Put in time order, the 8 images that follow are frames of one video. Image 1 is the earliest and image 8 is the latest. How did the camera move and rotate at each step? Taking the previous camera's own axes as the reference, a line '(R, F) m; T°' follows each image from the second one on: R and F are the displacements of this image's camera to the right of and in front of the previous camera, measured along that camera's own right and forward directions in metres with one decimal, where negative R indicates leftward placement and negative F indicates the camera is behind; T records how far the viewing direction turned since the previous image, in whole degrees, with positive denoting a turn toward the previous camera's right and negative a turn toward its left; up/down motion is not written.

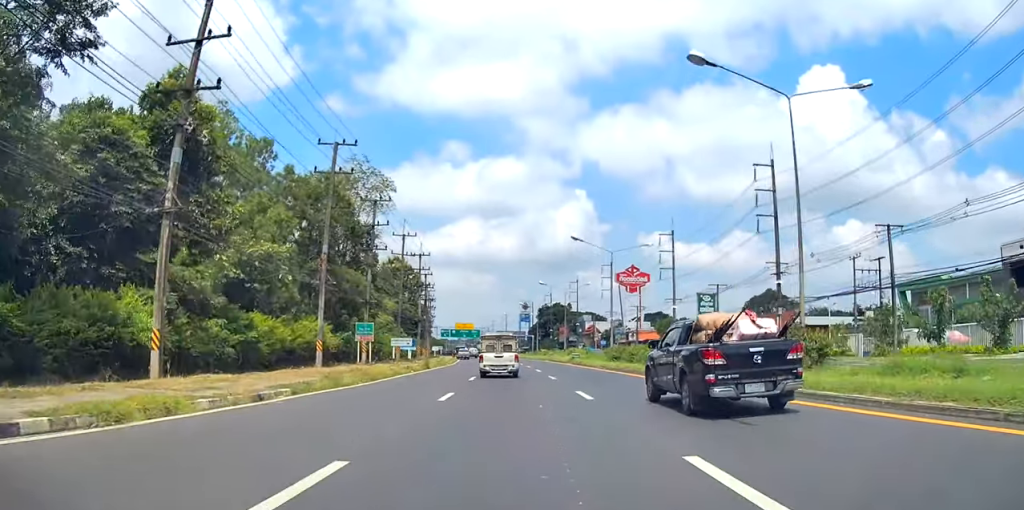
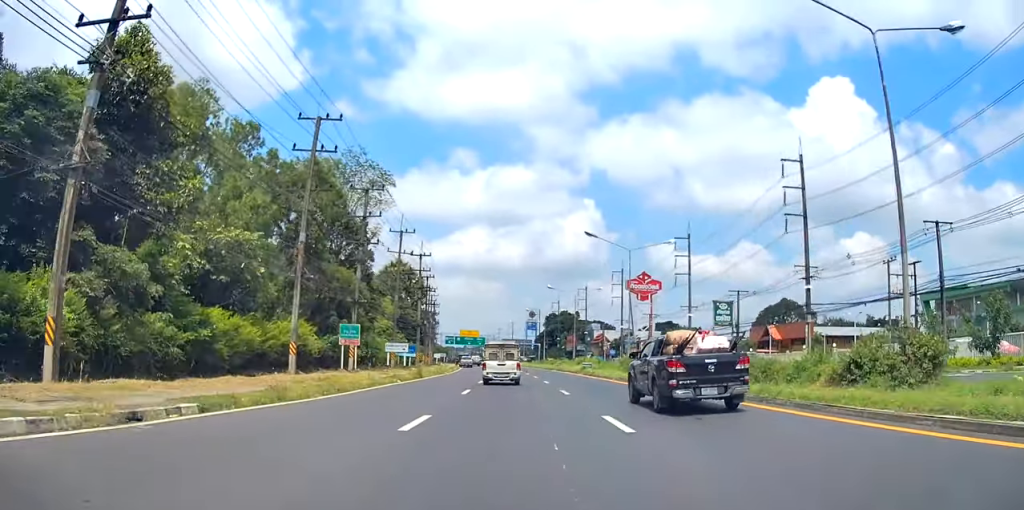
(0.0, +5.1) m; -1°
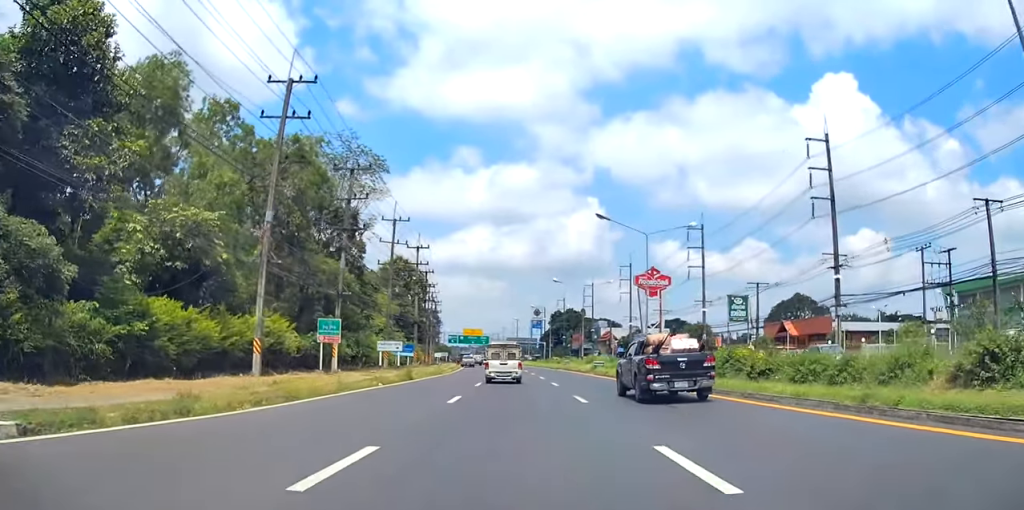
(-0.1, +5.2) m; 0°
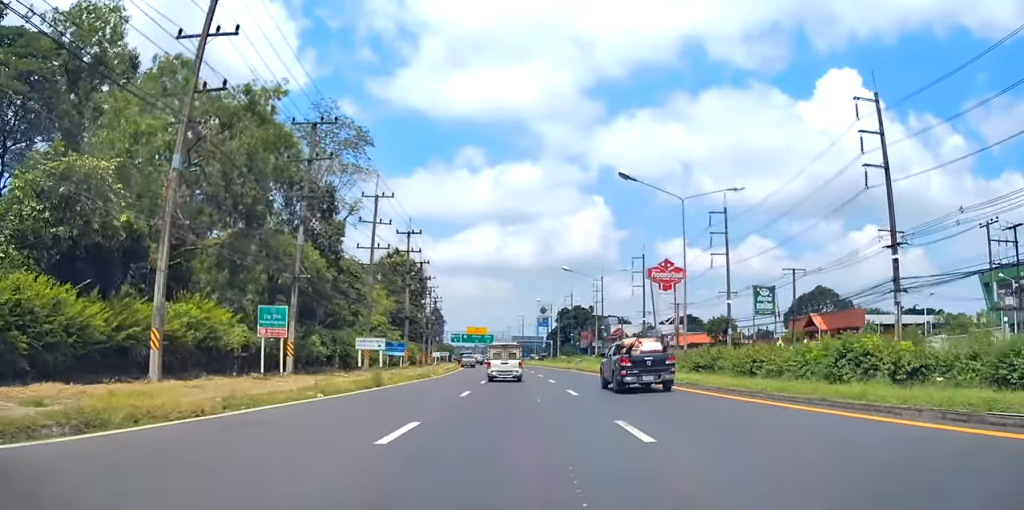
(-0.1, +8.2) m; 0°
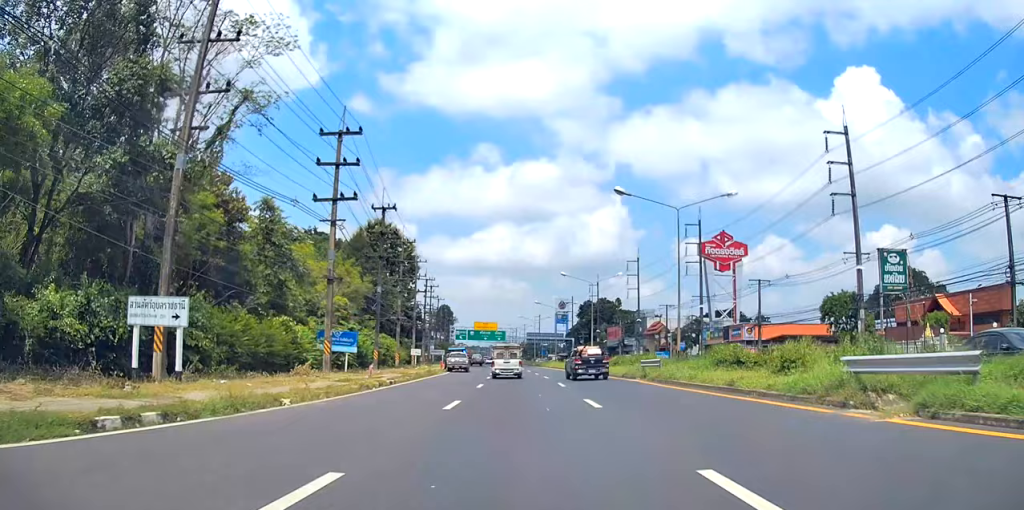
(-0.3, +28.0) m; -3°
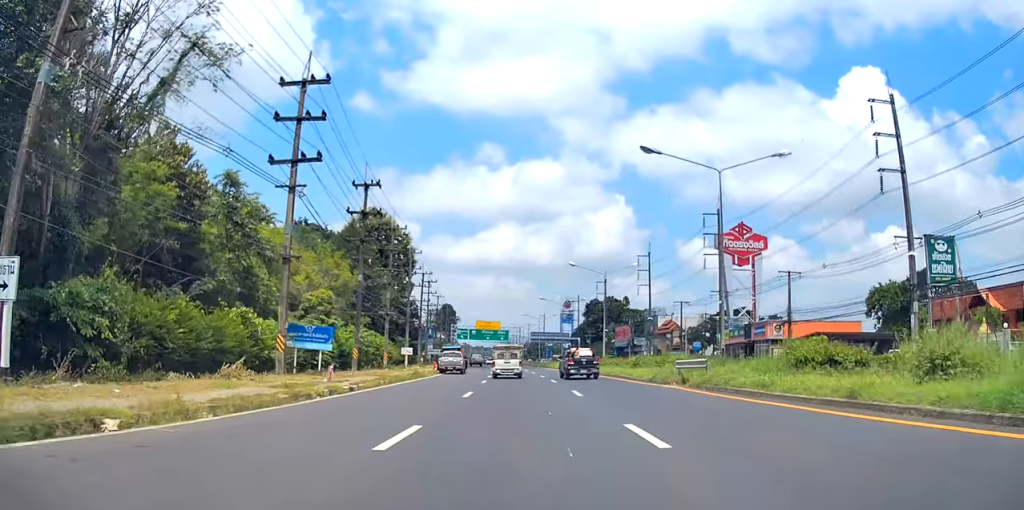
(-0.1, +6.6) m; -1°
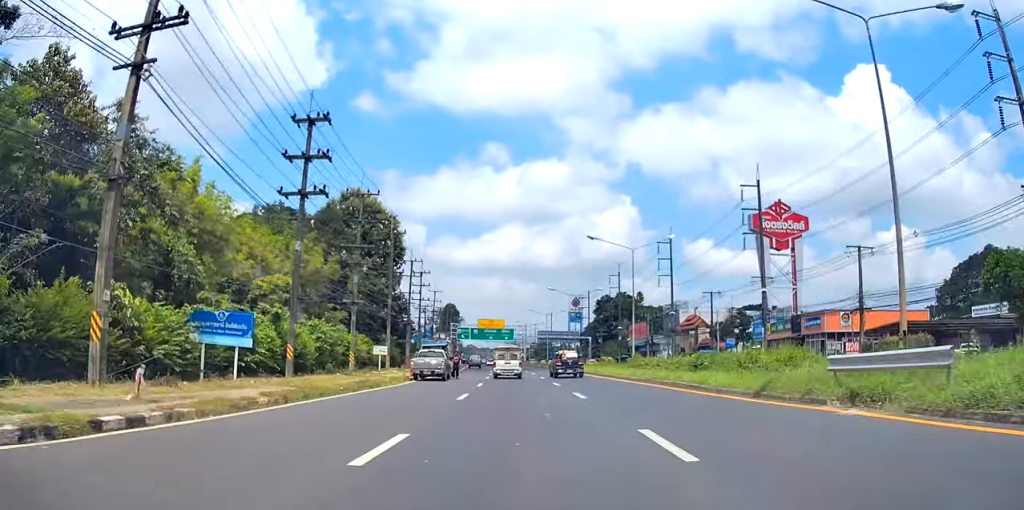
(-0.1, +13.0) m; 0°
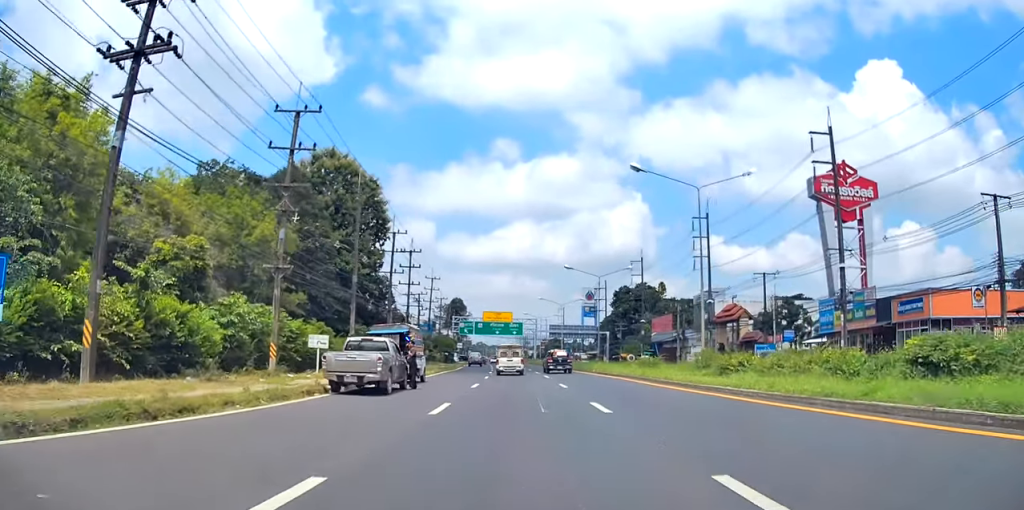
(+0.1, +15.5) m; 0°
